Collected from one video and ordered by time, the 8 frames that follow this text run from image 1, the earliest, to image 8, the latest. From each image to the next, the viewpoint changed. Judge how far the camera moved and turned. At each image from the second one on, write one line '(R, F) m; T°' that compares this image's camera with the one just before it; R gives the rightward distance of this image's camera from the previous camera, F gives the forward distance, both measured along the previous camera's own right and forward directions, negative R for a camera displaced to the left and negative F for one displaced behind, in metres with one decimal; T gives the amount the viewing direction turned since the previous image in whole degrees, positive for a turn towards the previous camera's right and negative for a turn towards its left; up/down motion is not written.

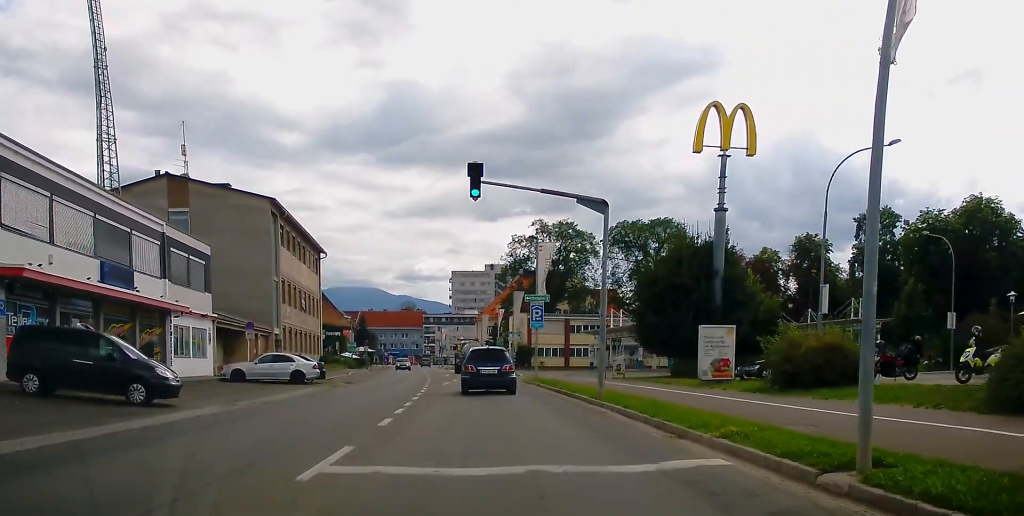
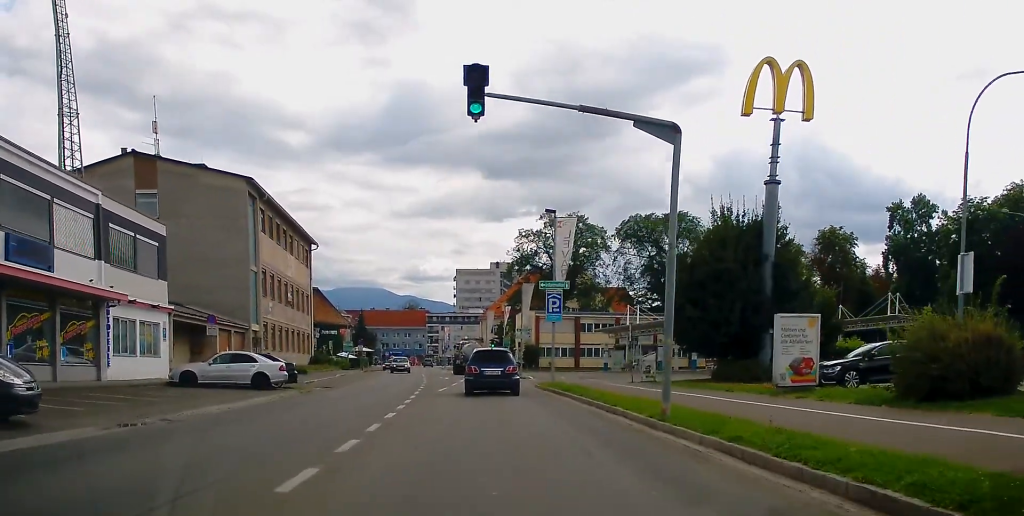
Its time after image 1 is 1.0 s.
(0.0, +7.0) m; -1°
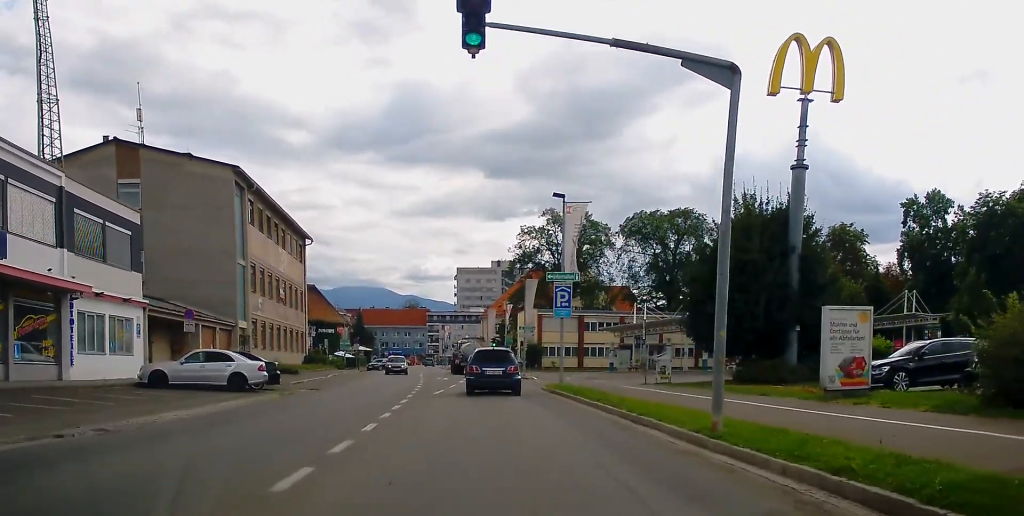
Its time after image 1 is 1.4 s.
(0.0, +3.1) m; 0°
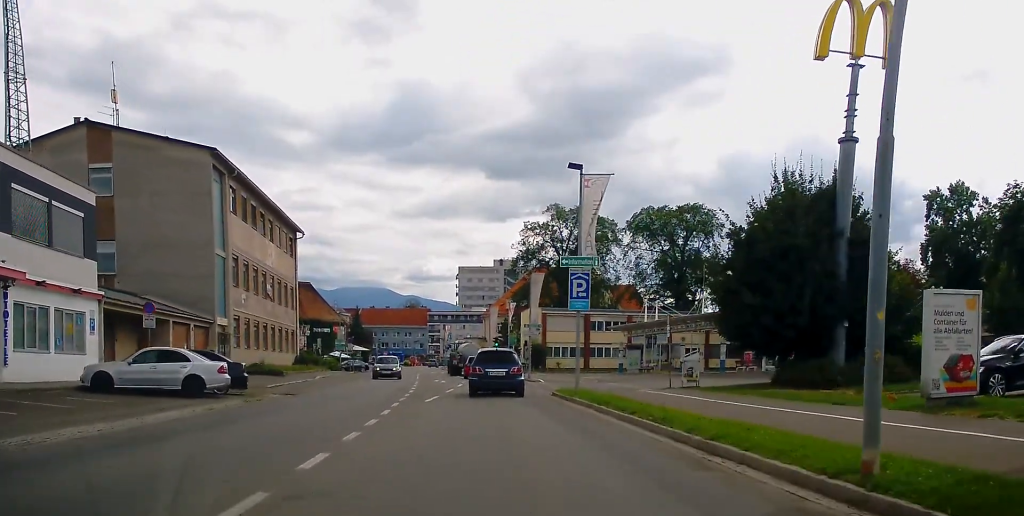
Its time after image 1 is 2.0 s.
(-0.1, +4.6) m; 0°
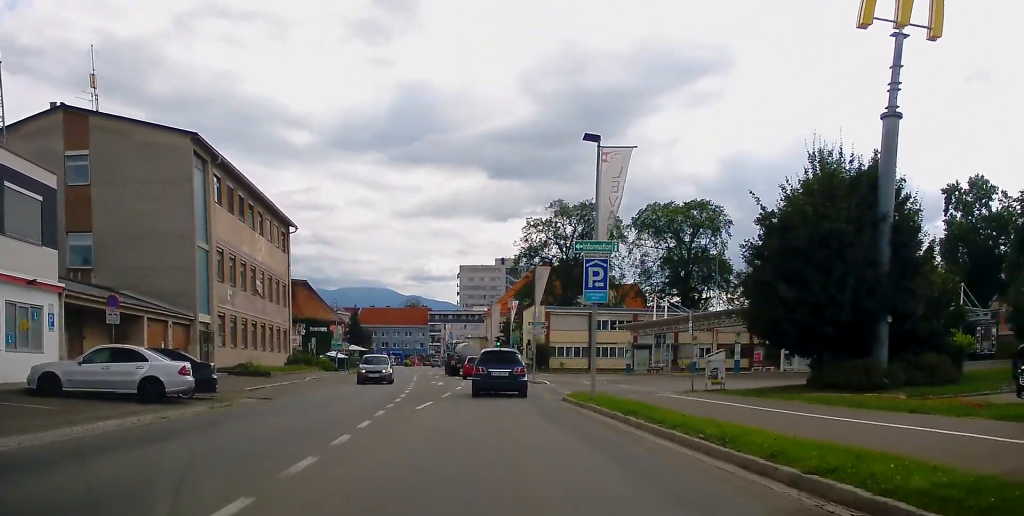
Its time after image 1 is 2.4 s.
(0.0, +3.3) m; 0°
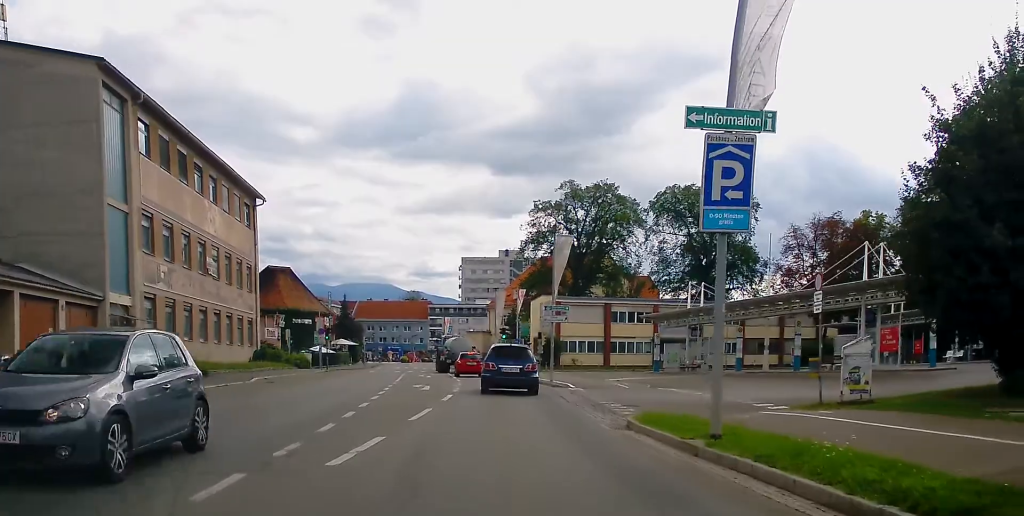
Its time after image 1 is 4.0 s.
(+0.2, +11.0) m; -2°
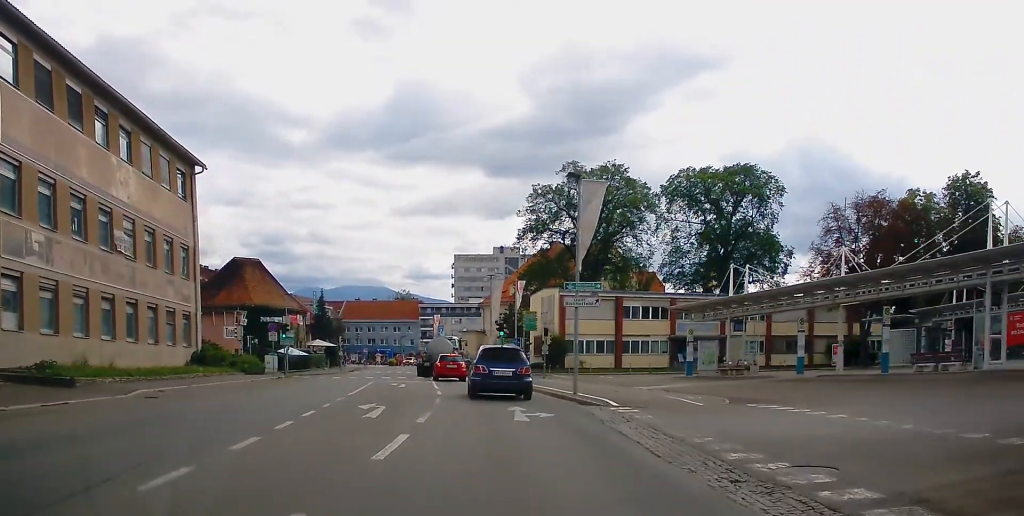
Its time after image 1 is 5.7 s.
(0.0, +11.4) m; +3°
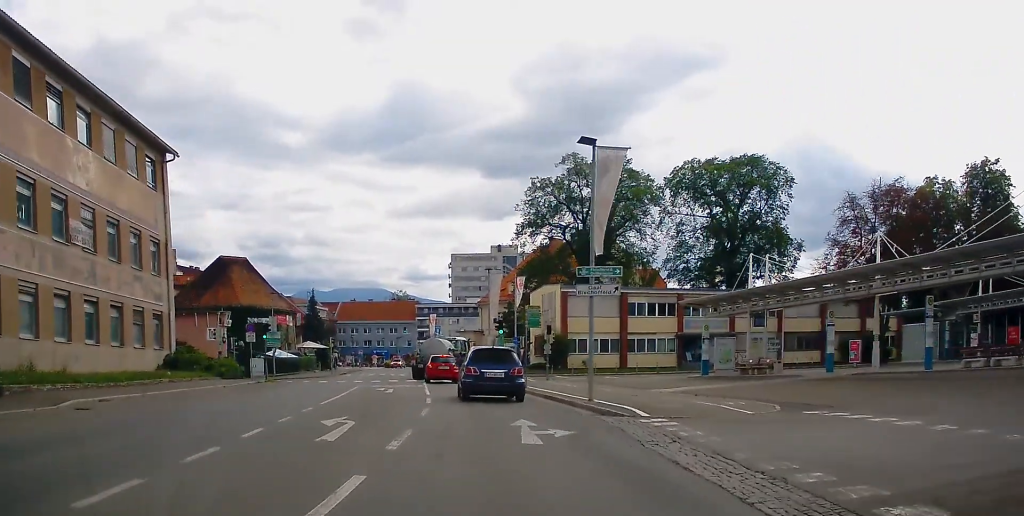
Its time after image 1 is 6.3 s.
(+0.1, +4.0) m; +1°
